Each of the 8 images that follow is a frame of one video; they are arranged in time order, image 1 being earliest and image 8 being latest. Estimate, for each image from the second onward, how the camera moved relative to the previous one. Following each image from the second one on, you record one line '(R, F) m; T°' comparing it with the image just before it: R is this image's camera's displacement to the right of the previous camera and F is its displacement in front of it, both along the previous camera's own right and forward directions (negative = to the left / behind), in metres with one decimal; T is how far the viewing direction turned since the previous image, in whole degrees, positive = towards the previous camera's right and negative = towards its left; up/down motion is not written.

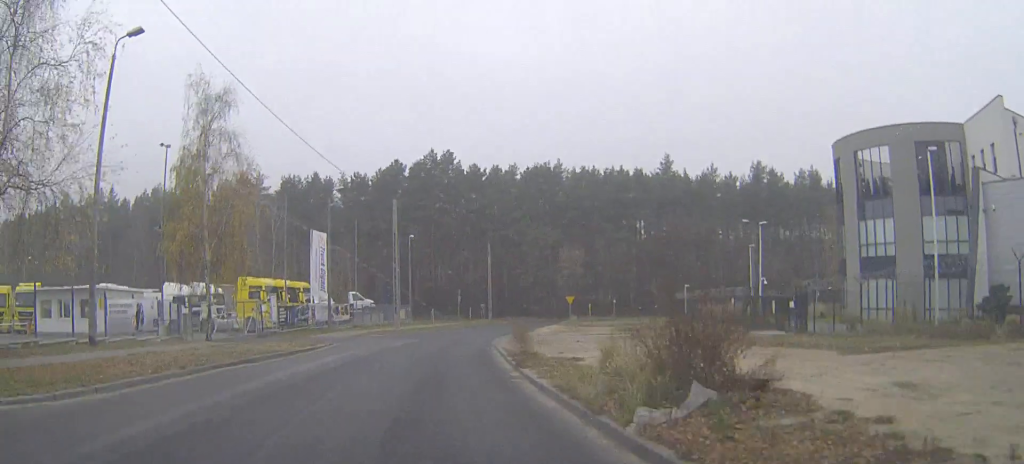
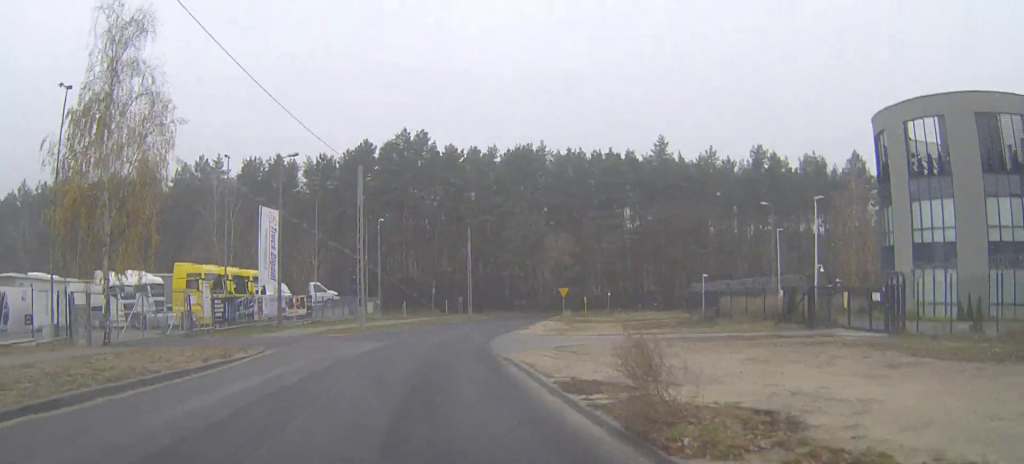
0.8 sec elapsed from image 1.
(0.0, +9.6) m; +2°
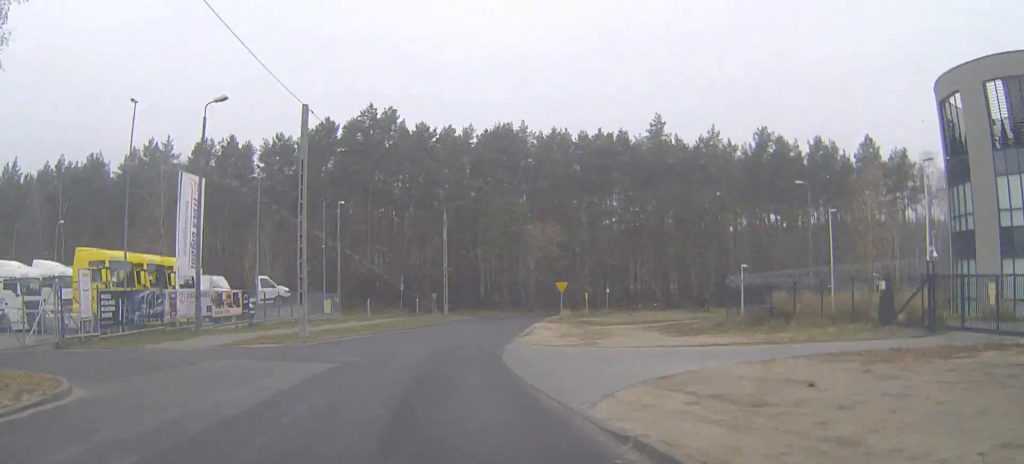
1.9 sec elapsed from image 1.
(+0.3, +11.1) m; +3°
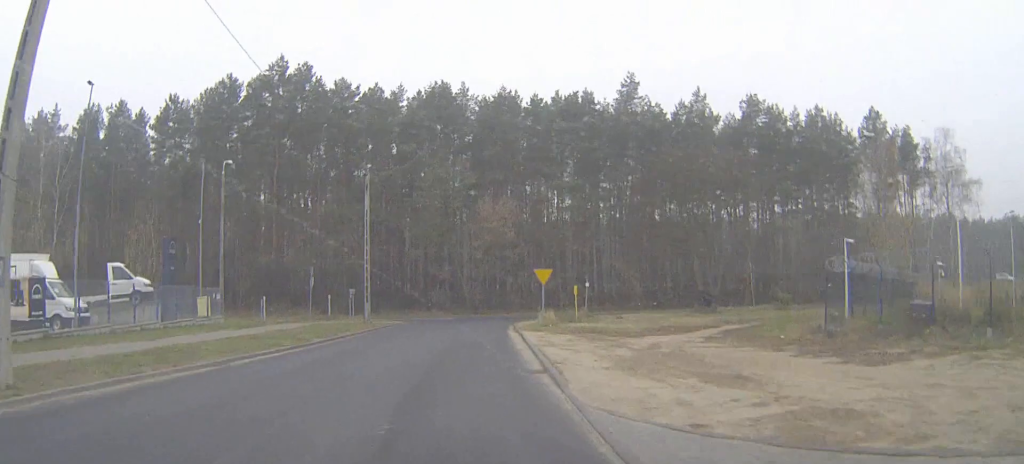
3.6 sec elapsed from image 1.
(+0.7, +16.9) m; +5°
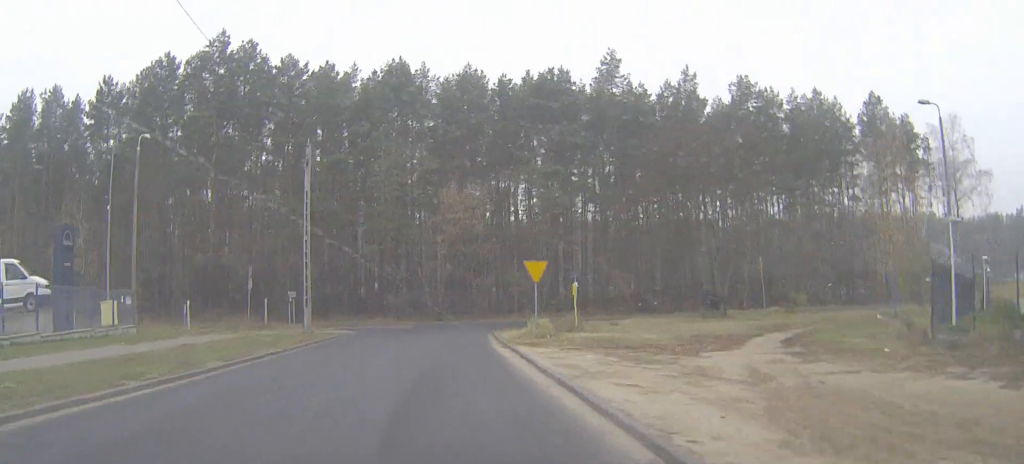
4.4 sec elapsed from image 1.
(+0.3, +8.2) m; +3°
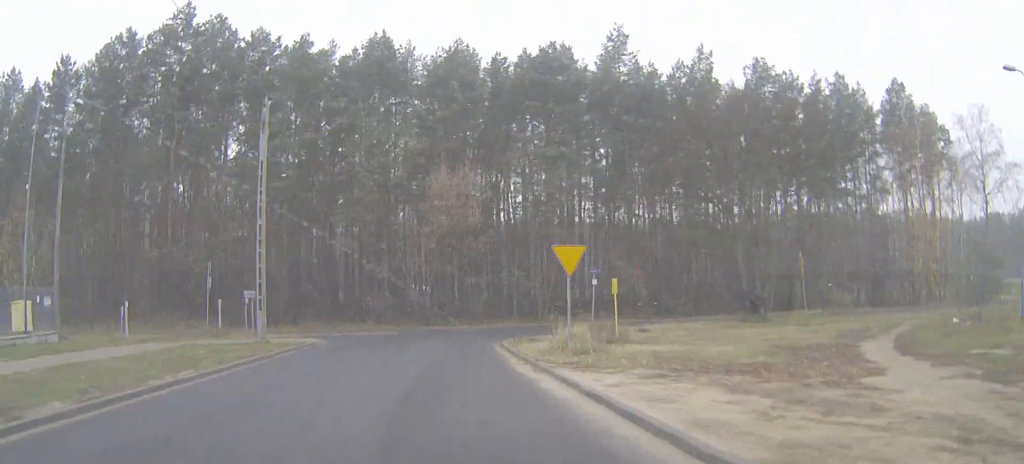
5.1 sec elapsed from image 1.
(+0.2, +6.9) m; +2°
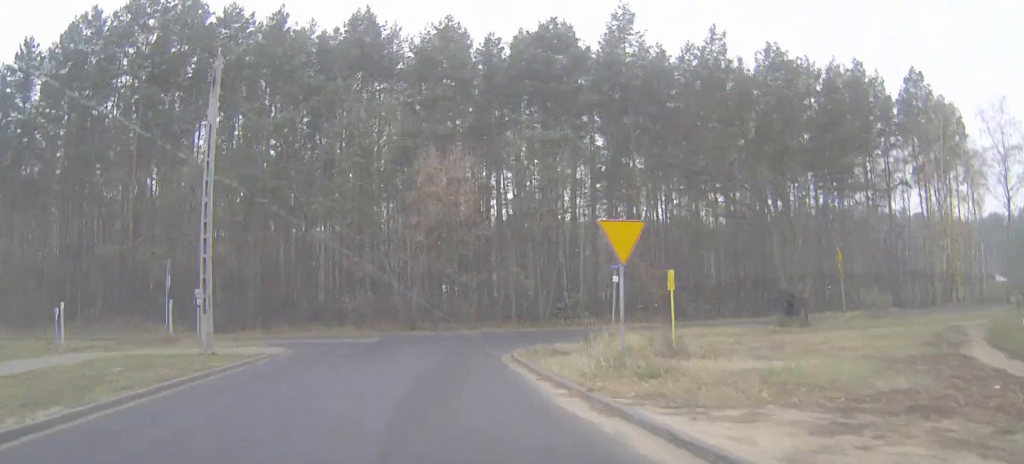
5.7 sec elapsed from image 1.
(+0.1, +5.3) m; +1°
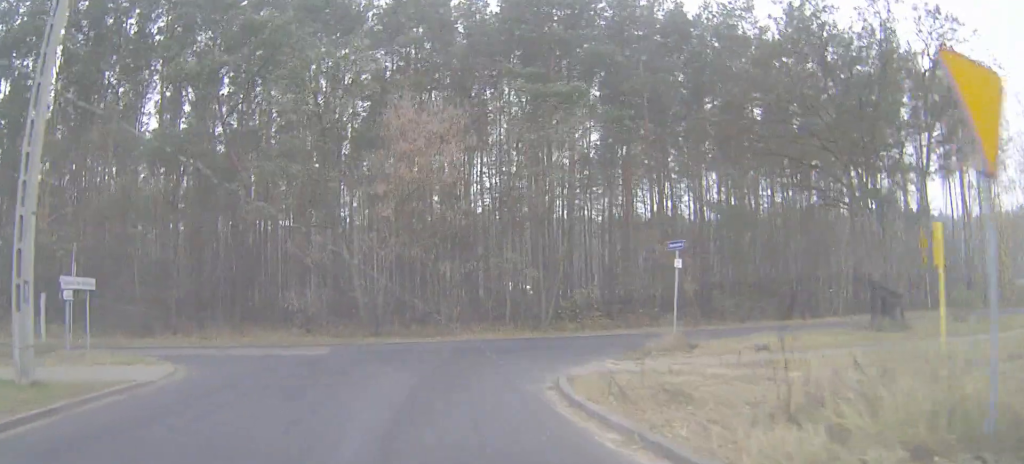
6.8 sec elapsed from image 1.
(+0.1, +9.3) m; +2°
